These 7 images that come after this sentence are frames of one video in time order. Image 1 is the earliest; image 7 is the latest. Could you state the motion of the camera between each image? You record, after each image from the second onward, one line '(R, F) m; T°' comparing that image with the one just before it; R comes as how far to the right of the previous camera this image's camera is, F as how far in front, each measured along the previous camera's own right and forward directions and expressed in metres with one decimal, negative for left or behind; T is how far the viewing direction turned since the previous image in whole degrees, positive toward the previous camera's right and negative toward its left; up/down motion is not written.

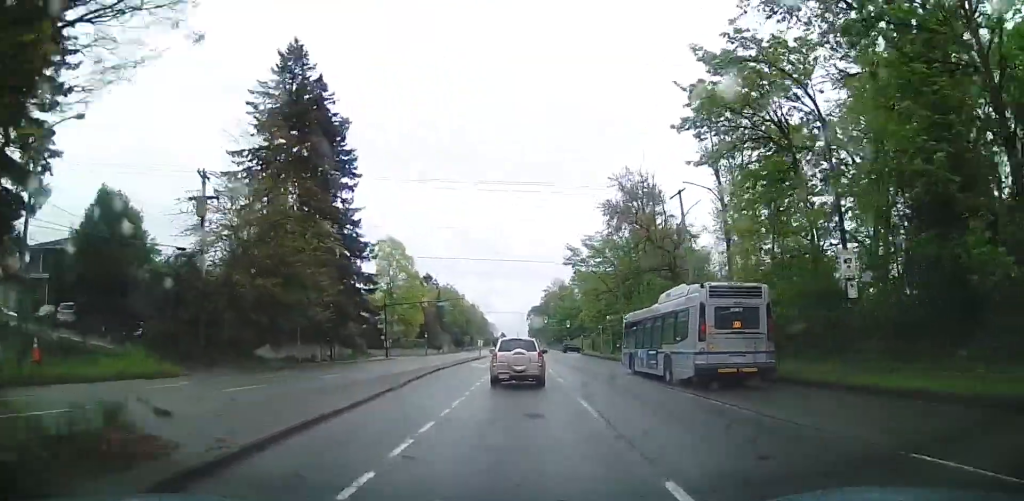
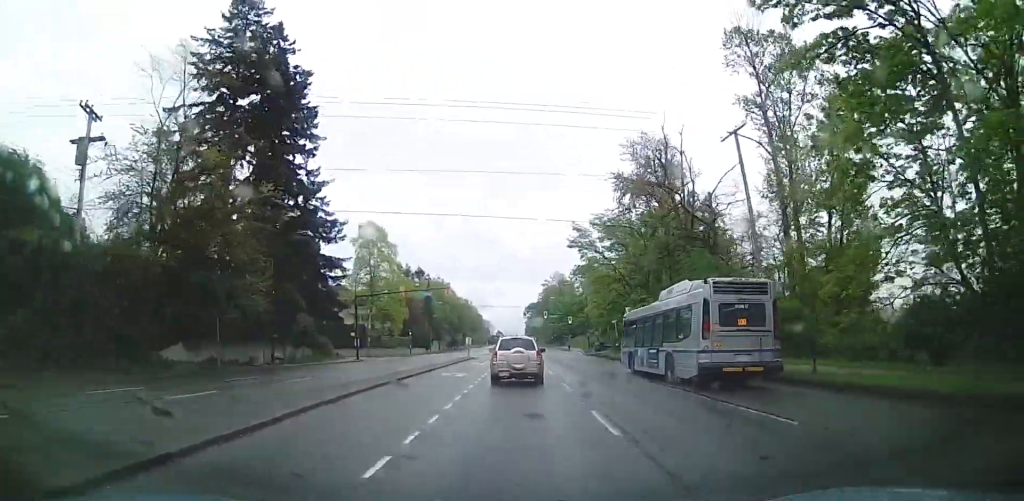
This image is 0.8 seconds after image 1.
(+0.3, +11.9) m; +1°
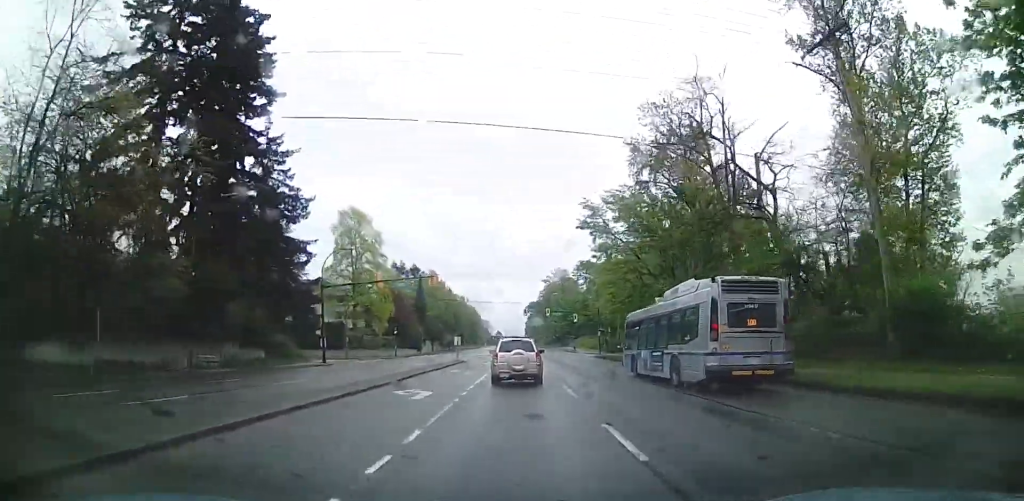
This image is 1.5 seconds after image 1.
(+0.1, +10.4) m; 0°
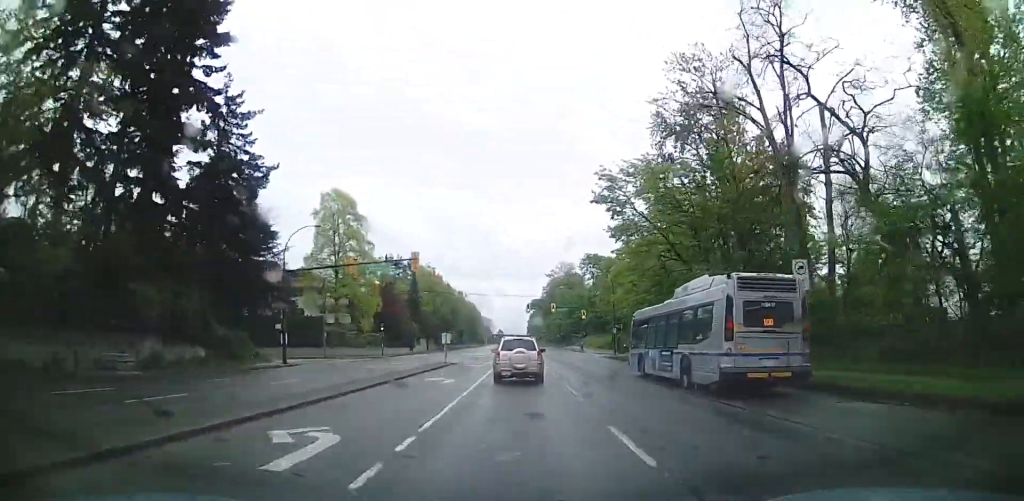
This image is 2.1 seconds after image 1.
(0.0, +8.9) m; 0°
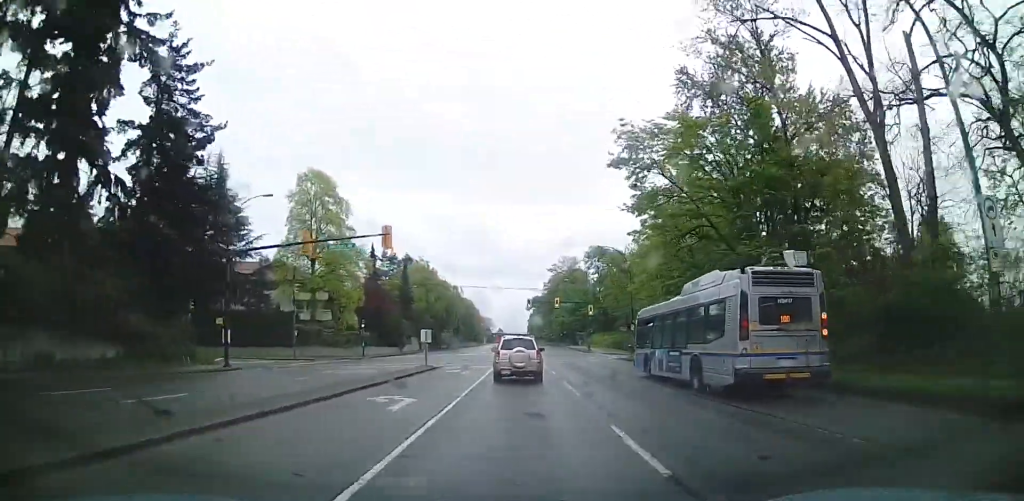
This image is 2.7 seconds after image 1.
(0.0, +8.5) m; 0°
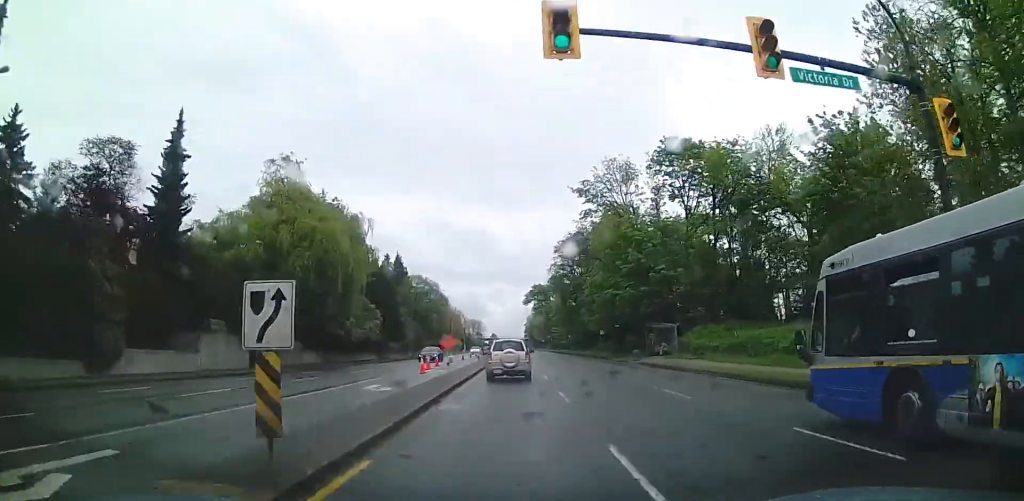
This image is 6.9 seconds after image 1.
(+0.7, +66.1) m; +2°
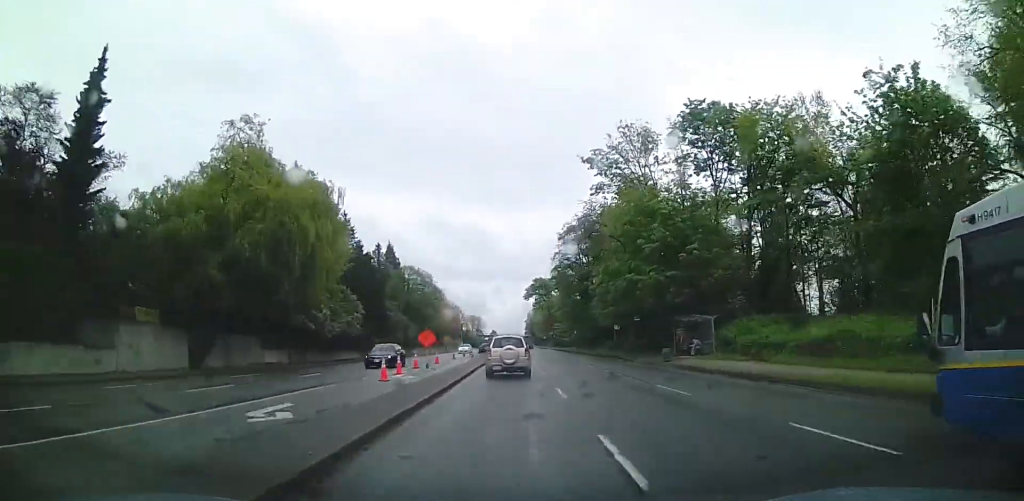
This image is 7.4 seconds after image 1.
(+0.1, +8.3) m; +1°
